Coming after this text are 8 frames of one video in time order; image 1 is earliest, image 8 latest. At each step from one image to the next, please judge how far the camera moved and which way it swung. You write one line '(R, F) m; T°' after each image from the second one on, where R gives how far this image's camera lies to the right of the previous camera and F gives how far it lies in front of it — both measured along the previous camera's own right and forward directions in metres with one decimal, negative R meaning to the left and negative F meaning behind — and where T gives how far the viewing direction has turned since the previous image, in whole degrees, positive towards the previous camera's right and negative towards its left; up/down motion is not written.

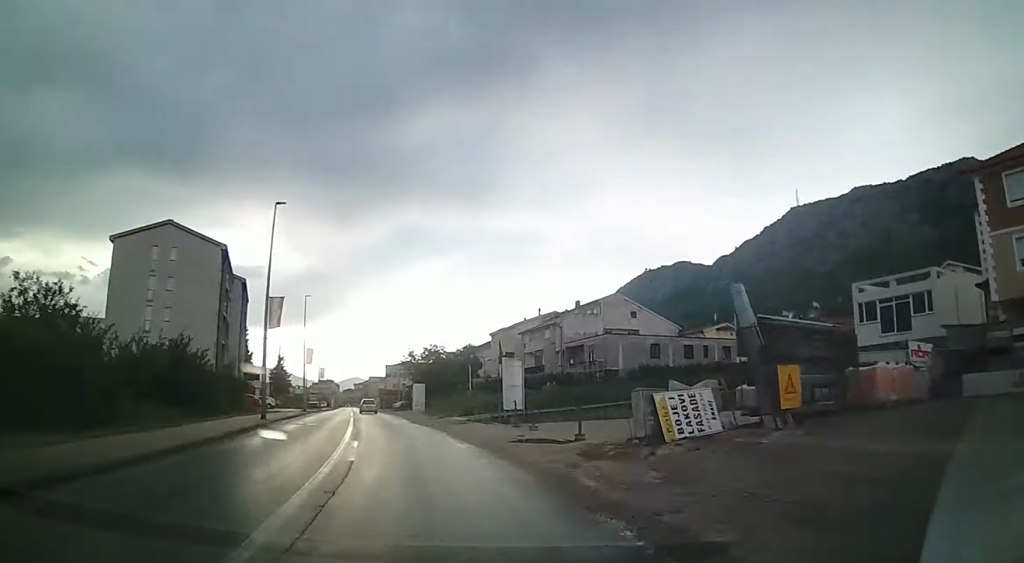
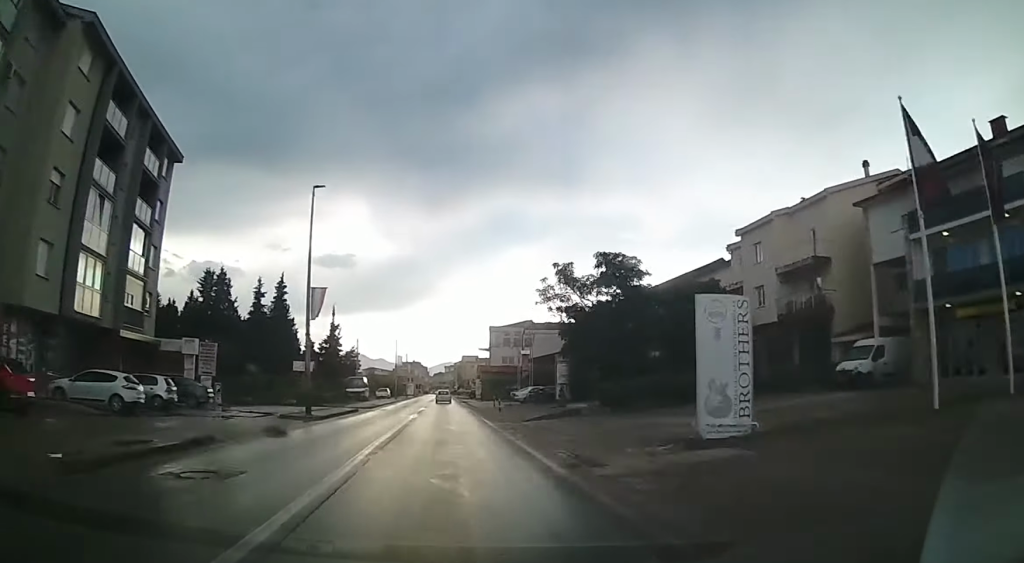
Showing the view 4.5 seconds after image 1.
(+6.2, +56.0) m; +7°
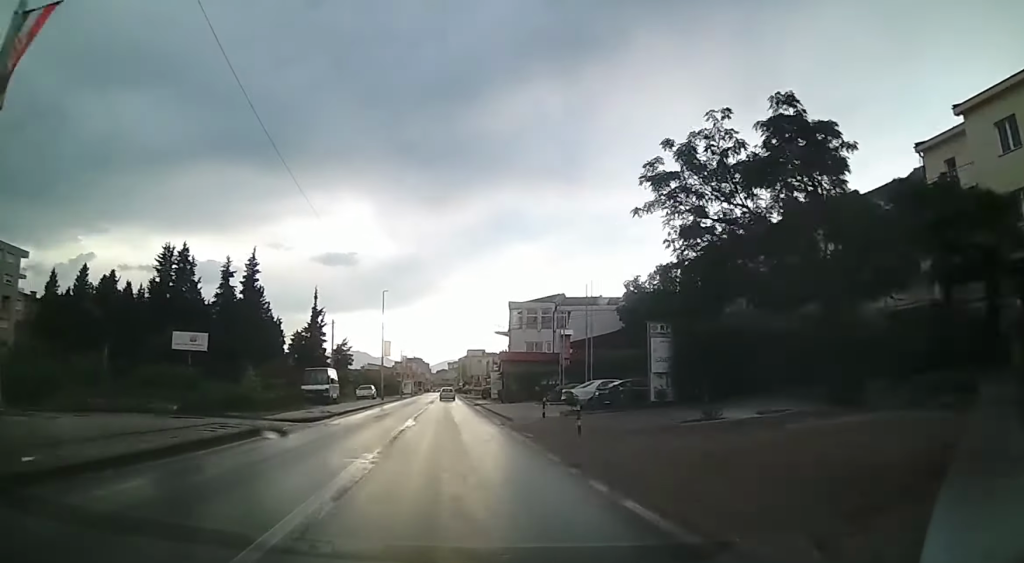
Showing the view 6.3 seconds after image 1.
(-0.1, +21.5) m; 0°
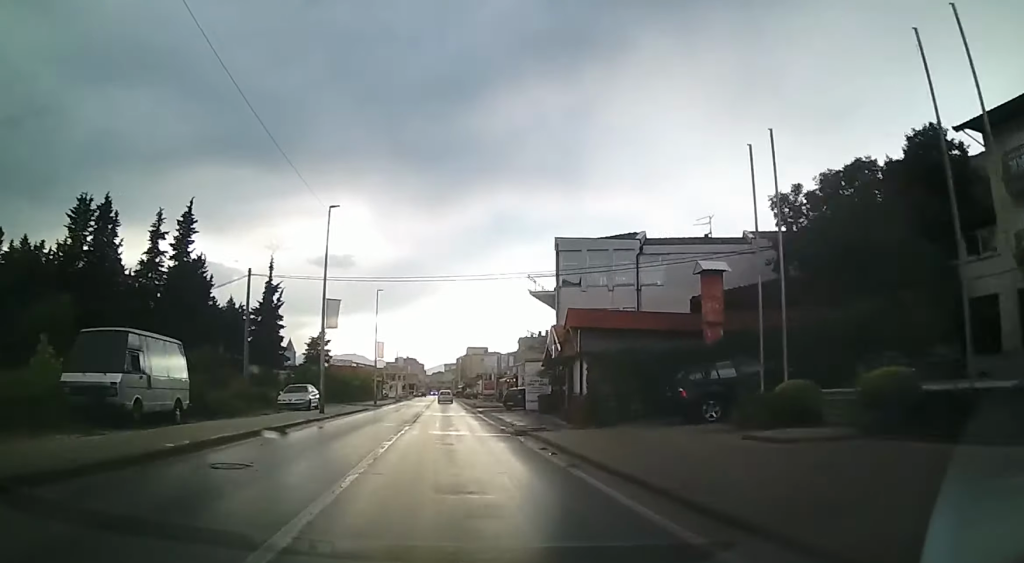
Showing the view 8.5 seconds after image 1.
(0.0, +28.1) m; 0°
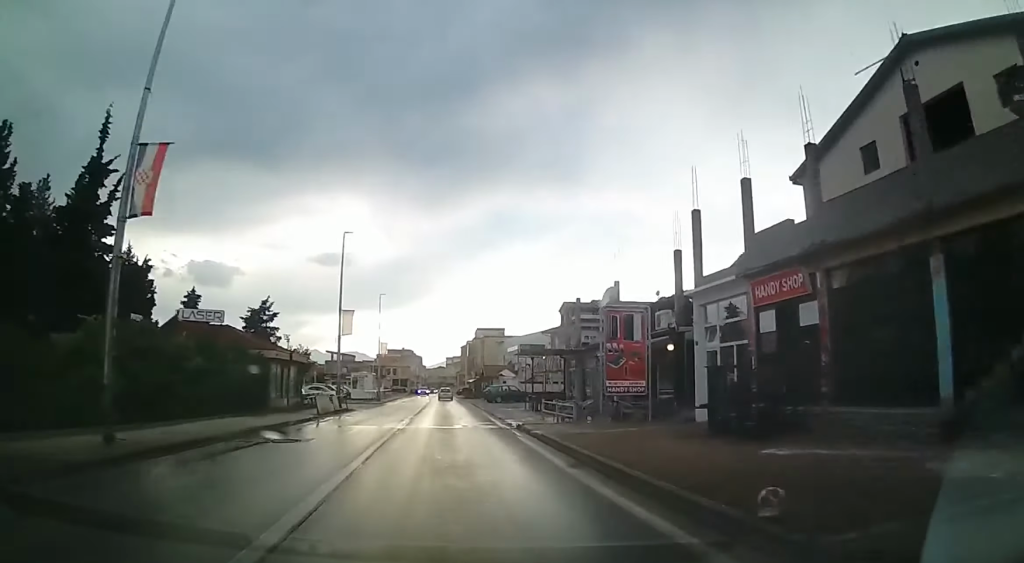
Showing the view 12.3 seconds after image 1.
(-0.1, +44.5) m; -1°
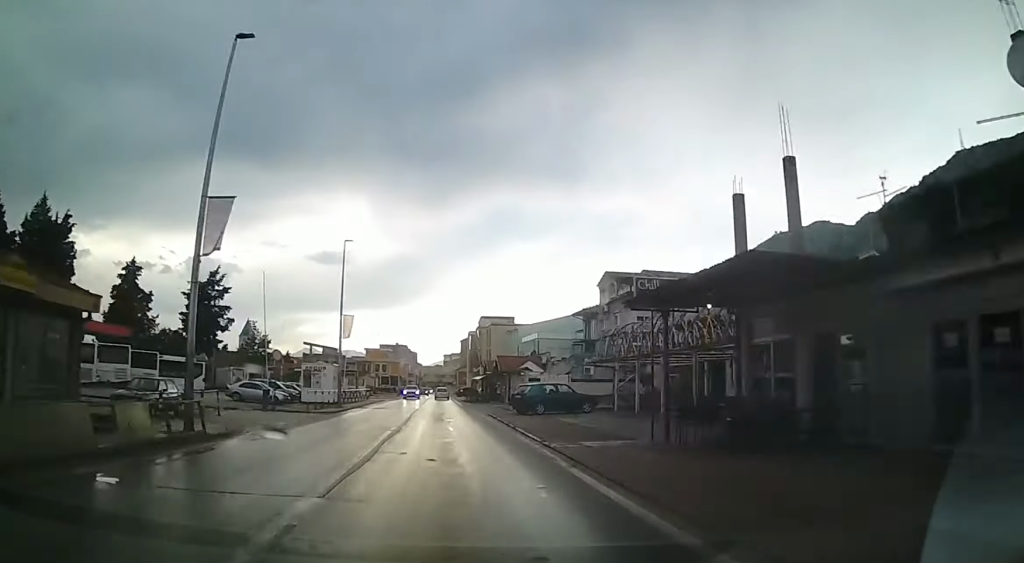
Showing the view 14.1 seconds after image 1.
(-0.2, +21.0) m; 0°
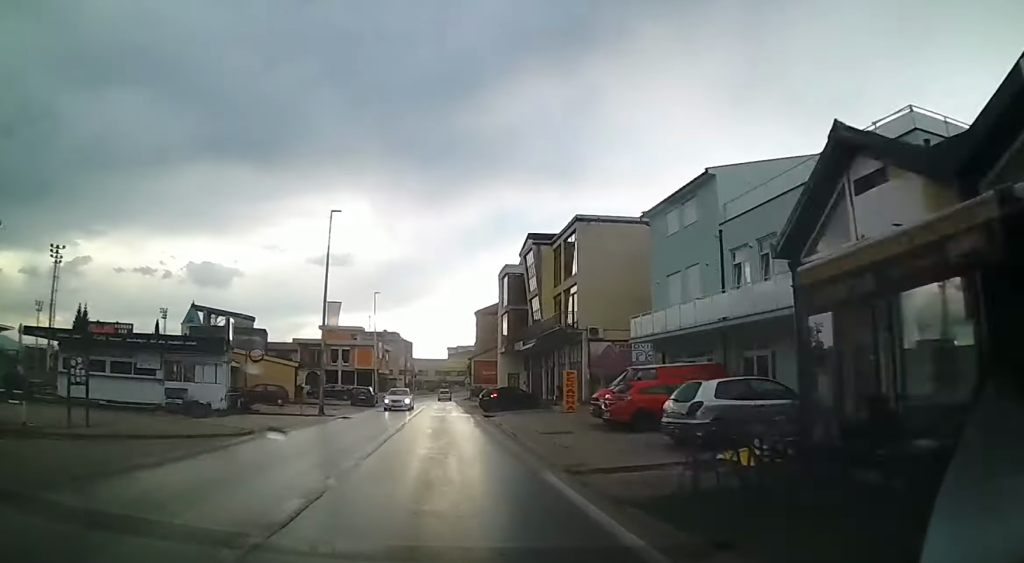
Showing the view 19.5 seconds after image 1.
(-0.6, +57.7) m; -1°
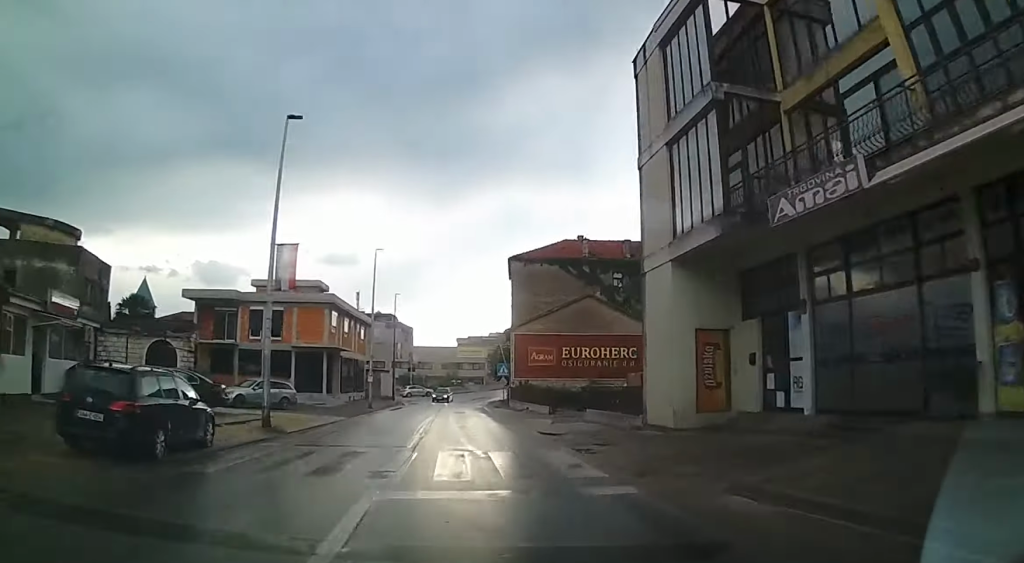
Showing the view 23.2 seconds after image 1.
(-0.4, +37.9) m; -1°
